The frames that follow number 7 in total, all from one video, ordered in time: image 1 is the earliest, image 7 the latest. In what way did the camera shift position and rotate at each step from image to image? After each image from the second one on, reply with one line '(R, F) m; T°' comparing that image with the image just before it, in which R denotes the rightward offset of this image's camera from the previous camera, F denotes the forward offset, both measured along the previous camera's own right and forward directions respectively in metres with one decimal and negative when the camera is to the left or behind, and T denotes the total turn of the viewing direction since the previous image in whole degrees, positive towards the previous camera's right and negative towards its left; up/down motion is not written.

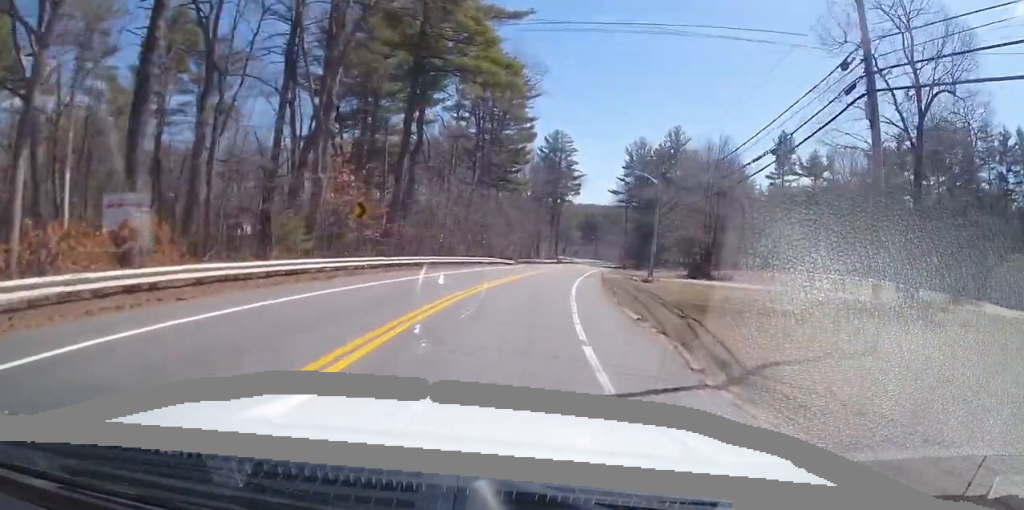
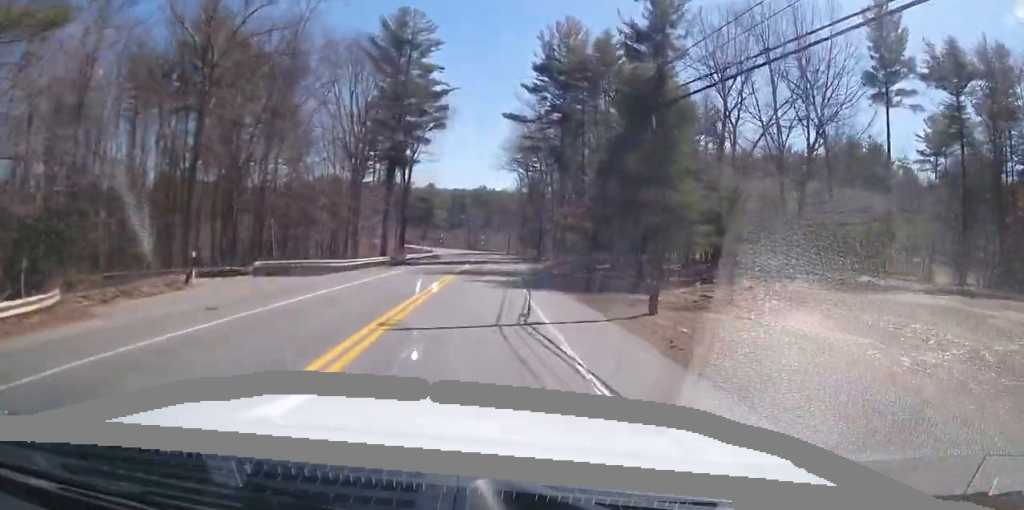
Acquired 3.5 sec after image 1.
(+5.7, +64.3) m; +7°
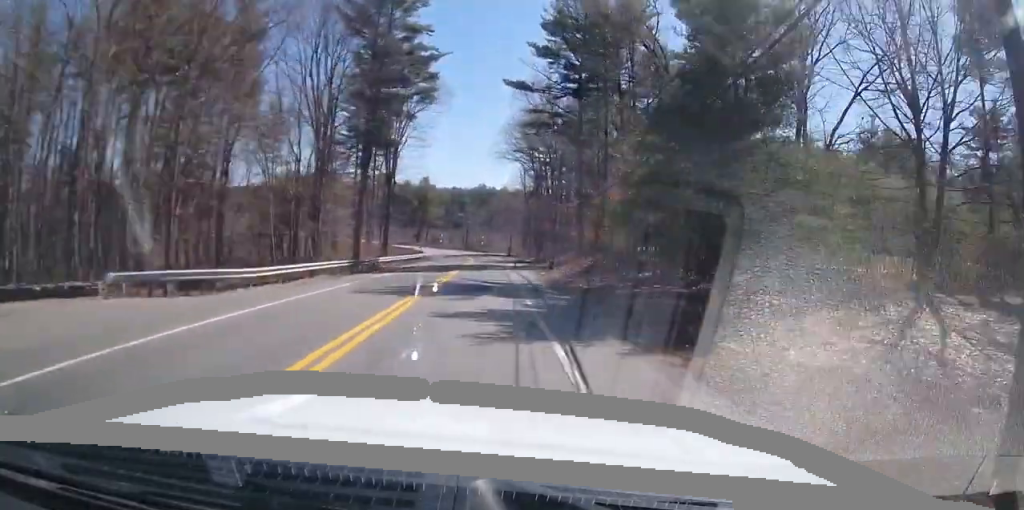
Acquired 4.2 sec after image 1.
(0.0, +13.0) m; 0°
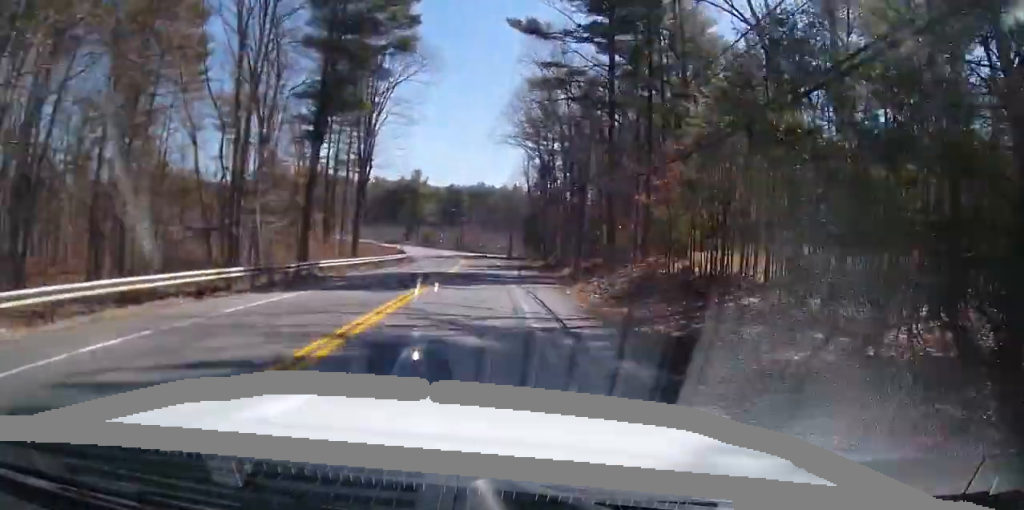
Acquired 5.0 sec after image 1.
(0.0, +14.3) m; 0°
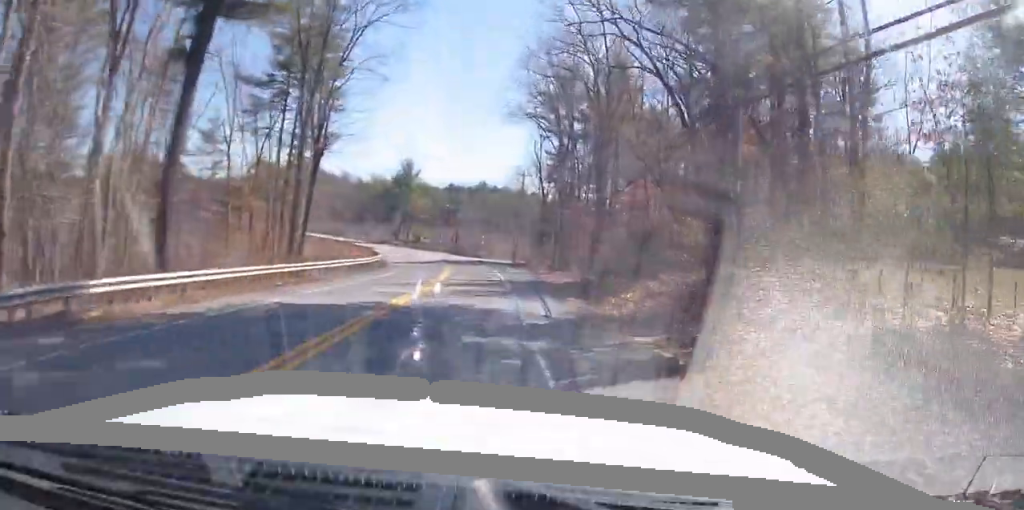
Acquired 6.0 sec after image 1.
(+0.1, +18.2) m; +1°
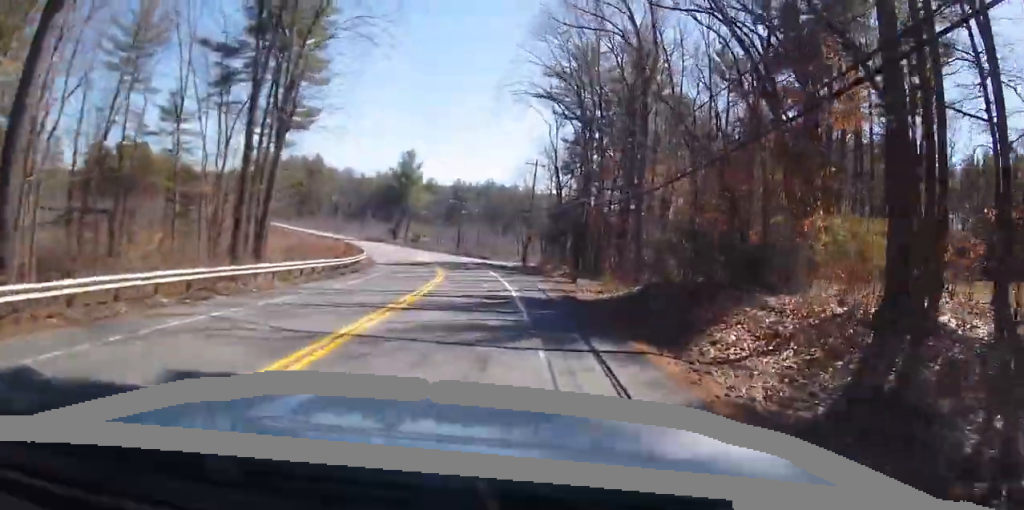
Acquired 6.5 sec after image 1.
(+0.2, +9.4) m; 0°
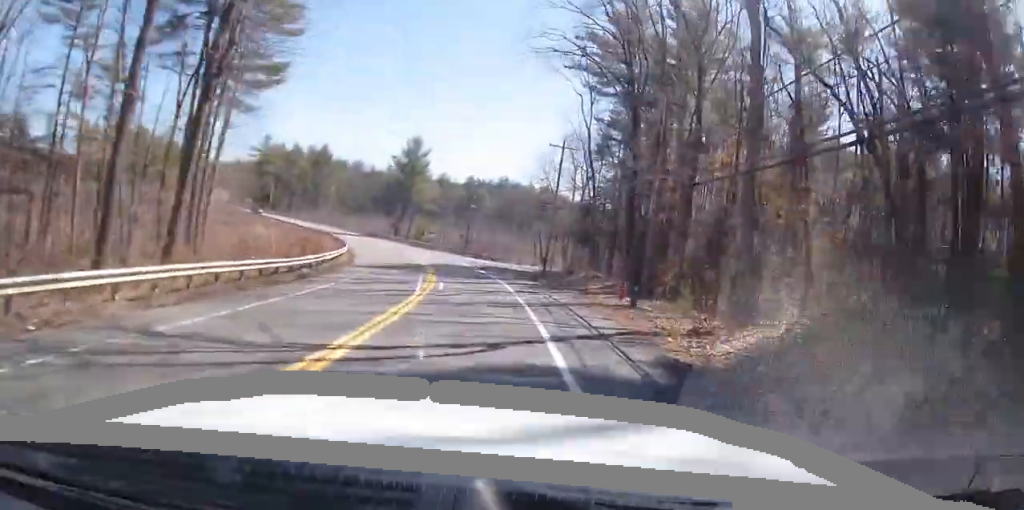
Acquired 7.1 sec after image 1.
(+0.1, +11.9) m; 0°
